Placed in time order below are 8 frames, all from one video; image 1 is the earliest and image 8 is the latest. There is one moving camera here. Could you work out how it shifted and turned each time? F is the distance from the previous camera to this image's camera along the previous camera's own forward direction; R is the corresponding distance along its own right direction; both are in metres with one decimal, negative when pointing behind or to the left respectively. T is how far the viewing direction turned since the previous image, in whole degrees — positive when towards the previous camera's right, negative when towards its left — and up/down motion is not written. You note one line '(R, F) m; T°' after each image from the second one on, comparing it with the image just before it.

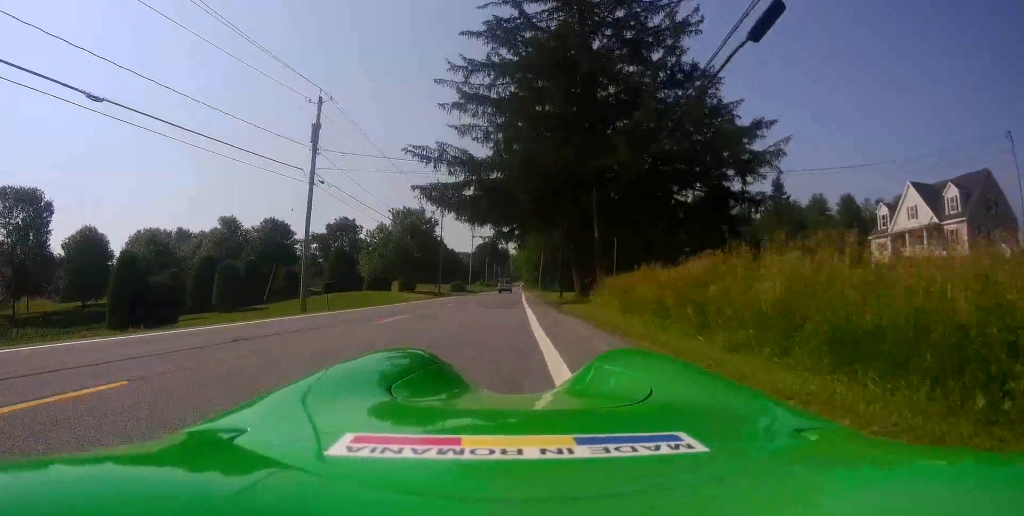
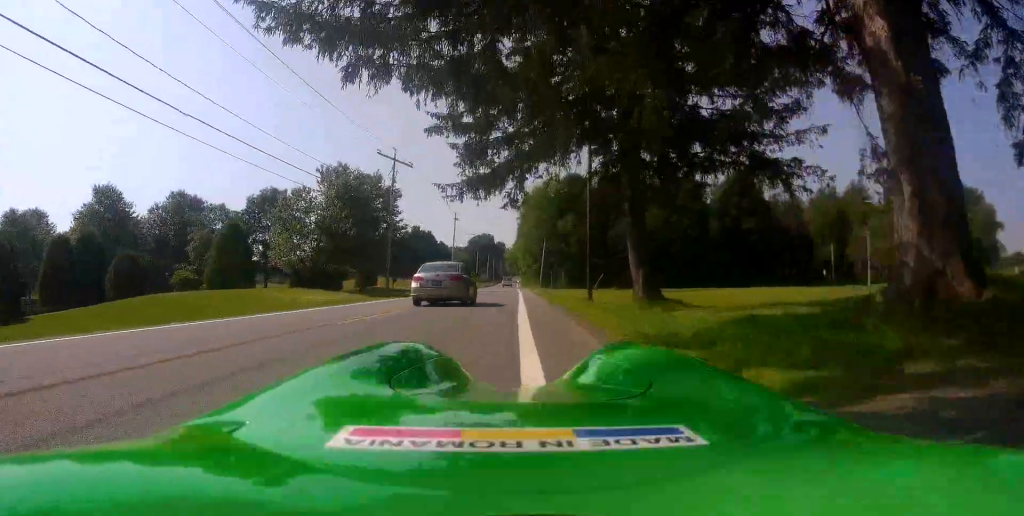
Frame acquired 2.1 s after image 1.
(+0.5, +26.5) m; +2°
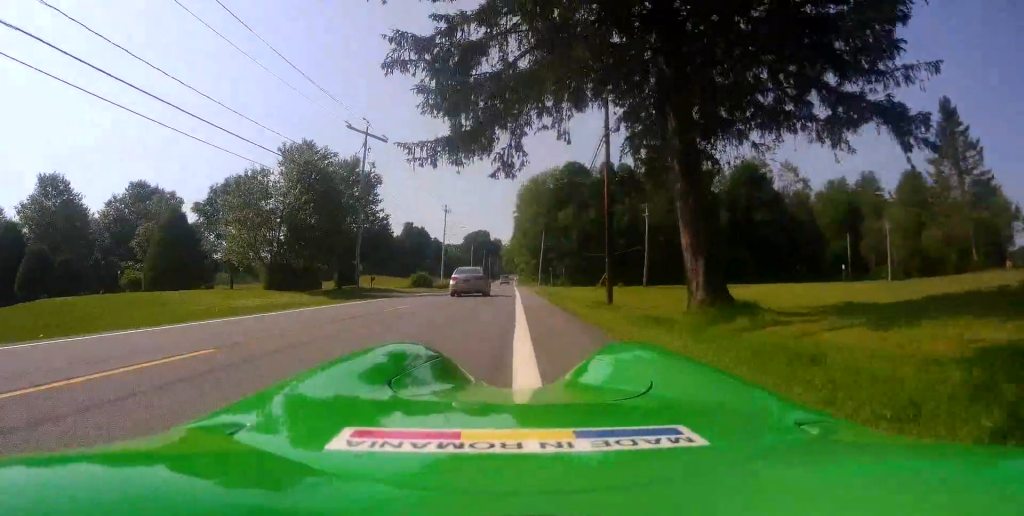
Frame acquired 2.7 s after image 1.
(-0.1, +7.7) m; +1°
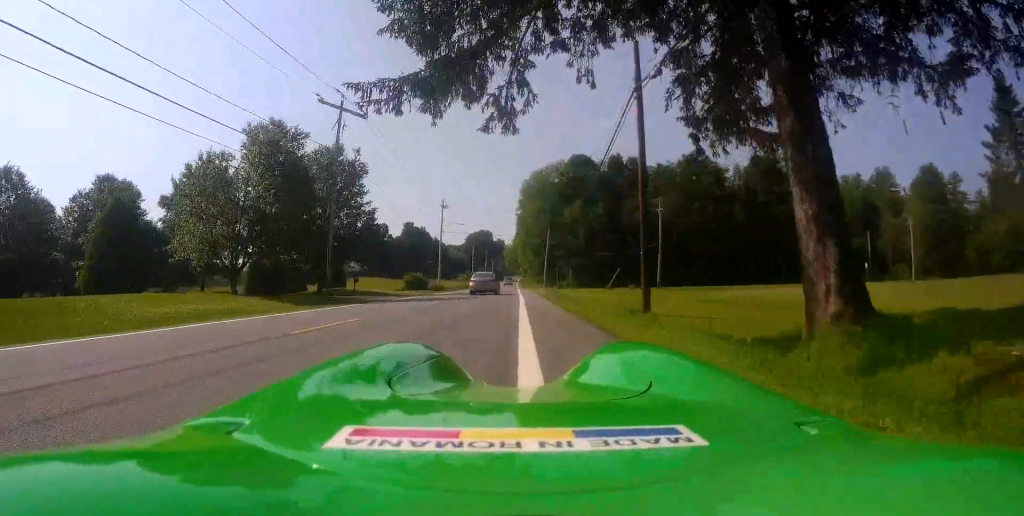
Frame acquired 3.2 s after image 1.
(+0.2, +6.5) m; 0°
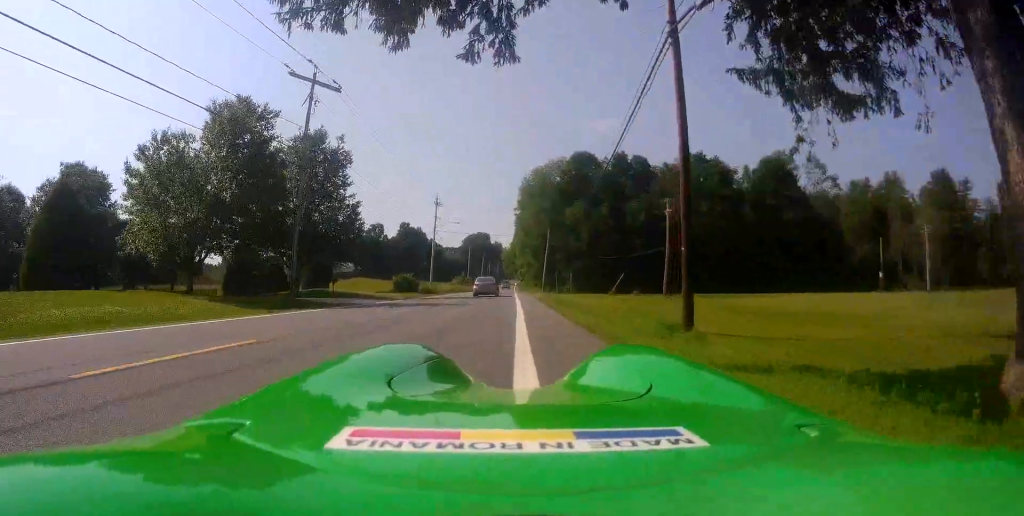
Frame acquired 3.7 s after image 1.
(+0.2, +5.0) m; 0°
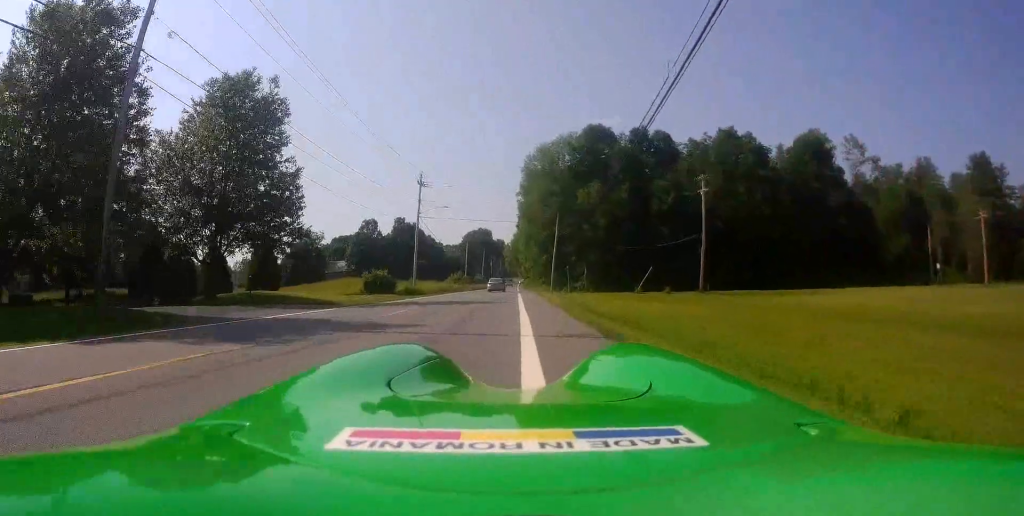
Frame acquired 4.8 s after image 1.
(-0.5, +13.3) m; -3°
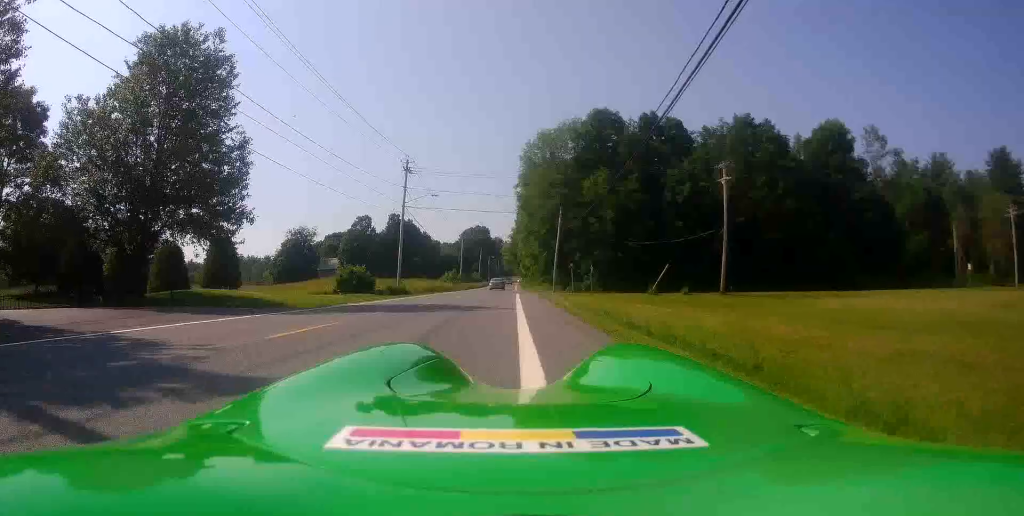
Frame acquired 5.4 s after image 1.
(0.0, +6.5) m; -1°
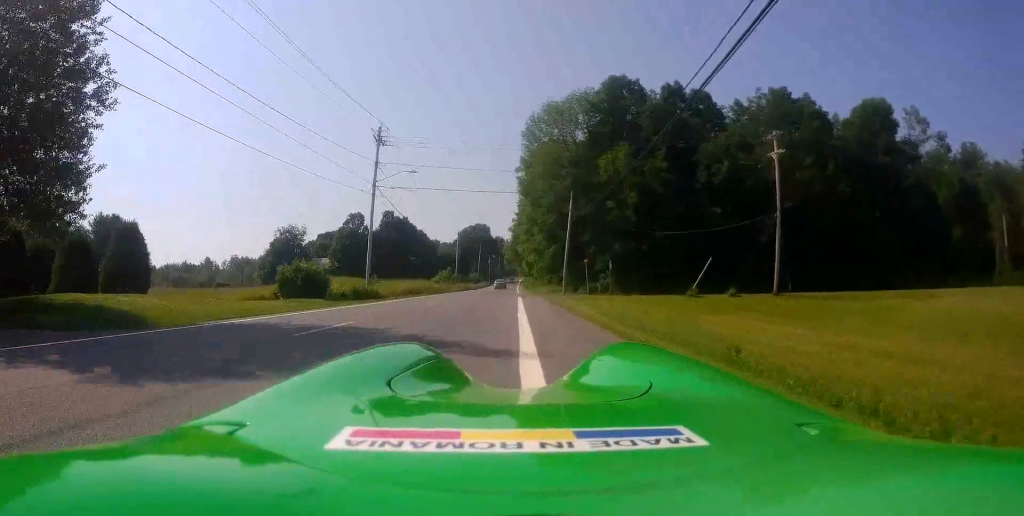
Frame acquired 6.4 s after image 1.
(-0.2, +11.0) m; +1°
